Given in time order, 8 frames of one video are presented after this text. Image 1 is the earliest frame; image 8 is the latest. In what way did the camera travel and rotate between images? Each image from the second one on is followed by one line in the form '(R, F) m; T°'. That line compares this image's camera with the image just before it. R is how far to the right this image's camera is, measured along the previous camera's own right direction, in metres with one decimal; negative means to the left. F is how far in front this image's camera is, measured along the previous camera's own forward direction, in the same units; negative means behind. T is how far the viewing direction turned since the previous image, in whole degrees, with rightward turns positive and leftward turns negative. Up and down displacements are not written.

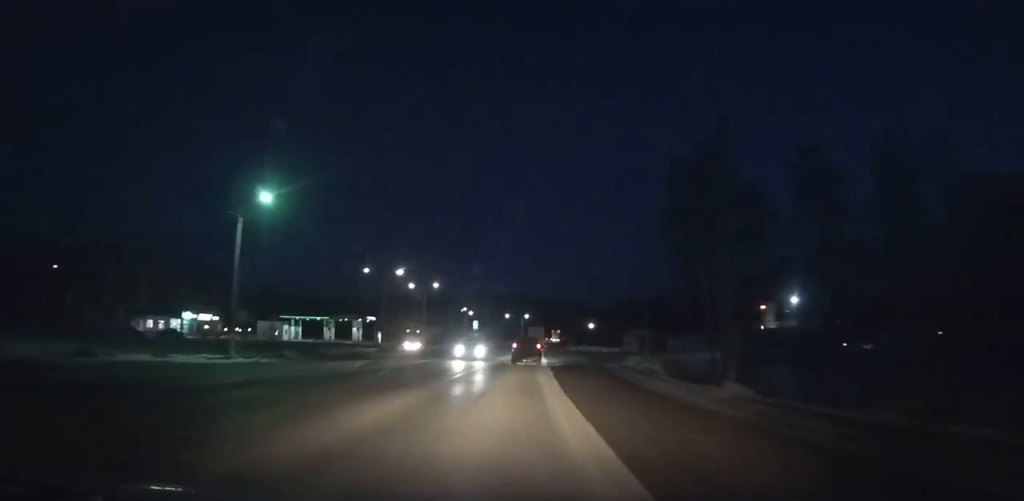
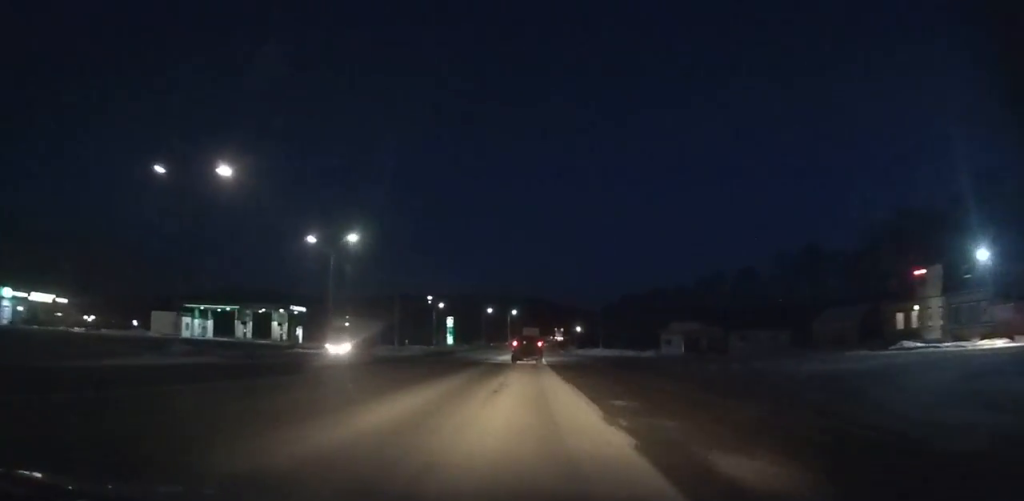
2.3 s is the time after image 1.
(+0.8, +38.5) m; +1°
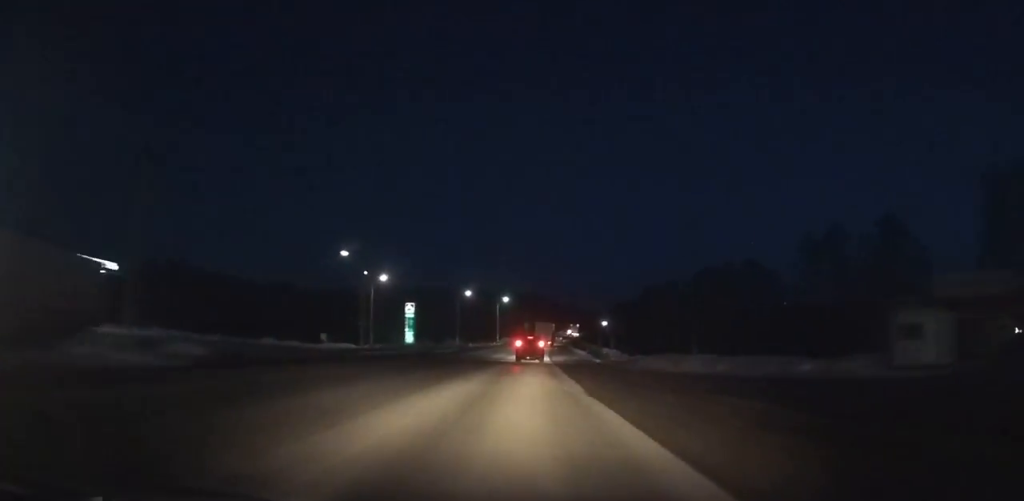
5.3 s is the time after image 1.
(+0.2, +49.6) m; +1°
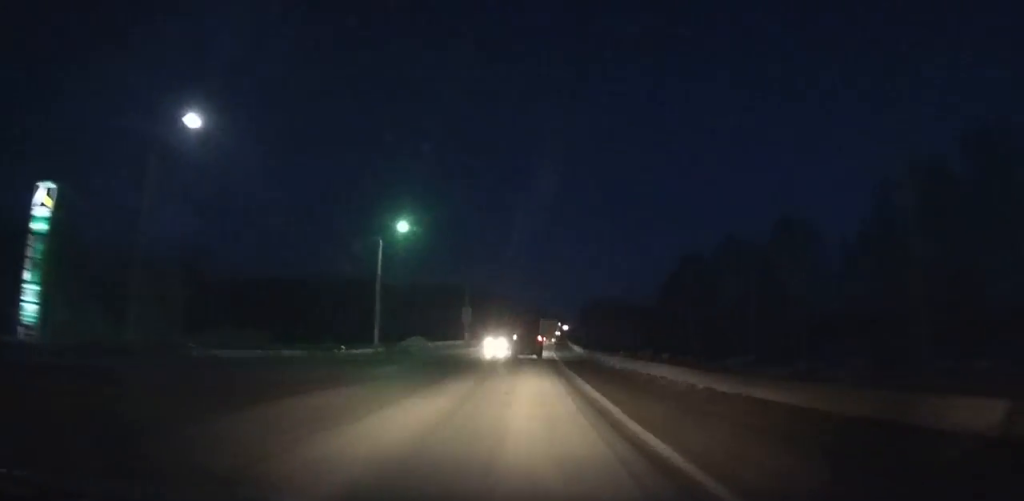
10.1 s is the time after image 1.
(+2.5, +78.2) m; +4°
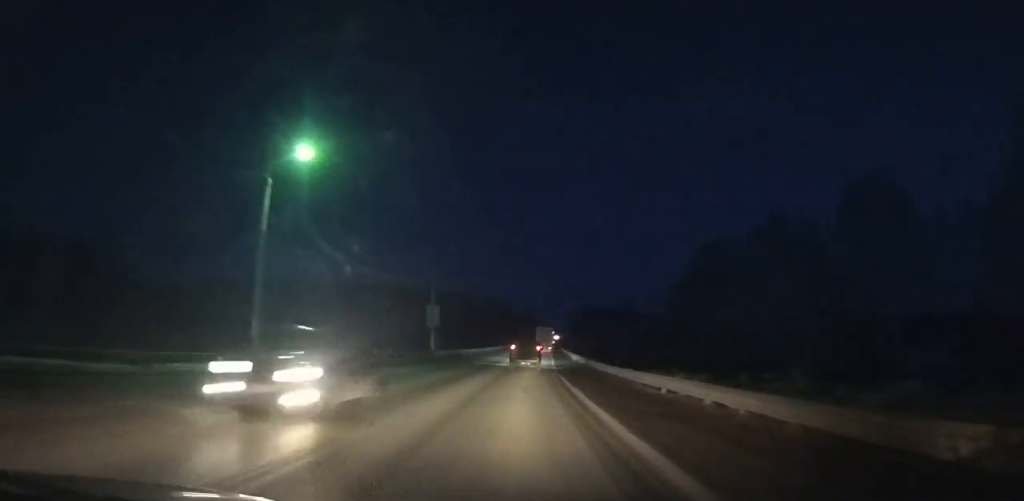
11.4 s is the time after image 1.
(+0.4, +21.2) m; +1°
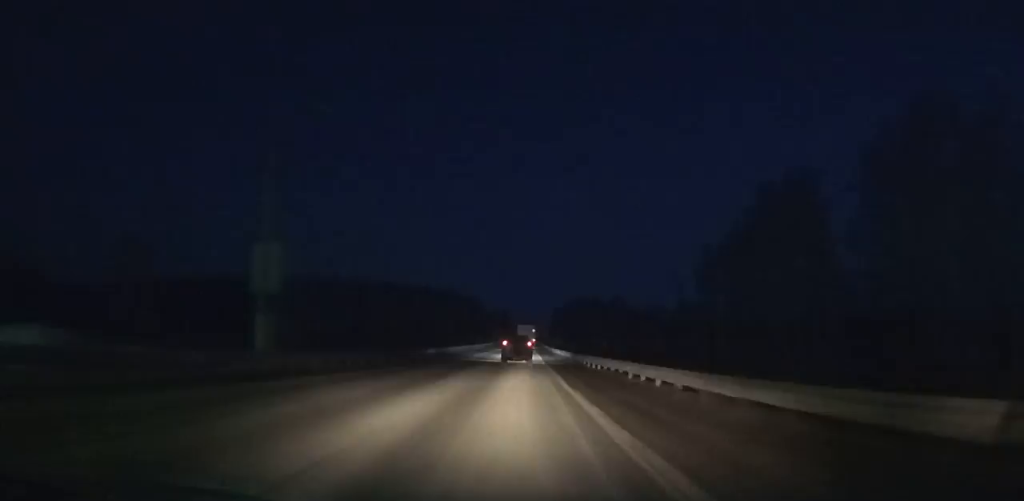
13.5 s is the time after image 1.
(+0.5, +34.5) m; +1°
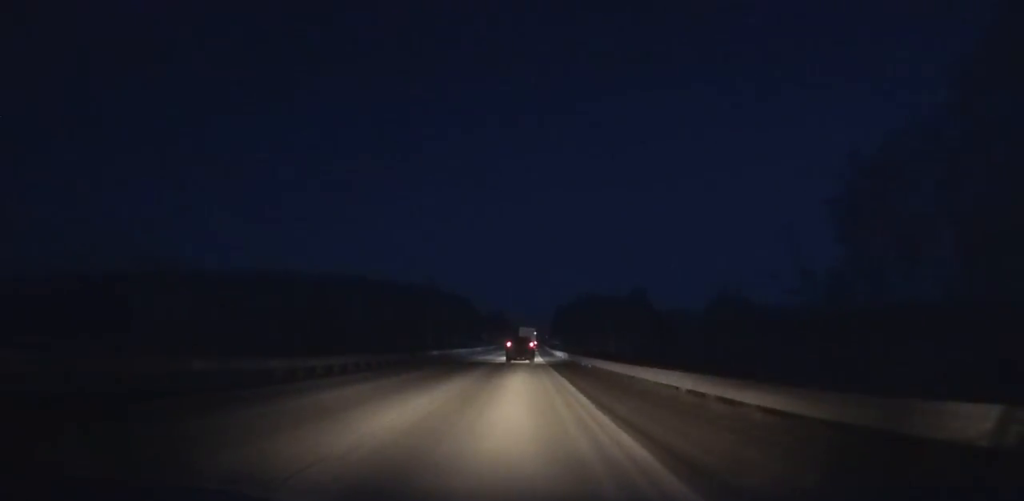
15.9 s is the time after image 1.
(+0.3, +39.1) m; +1°
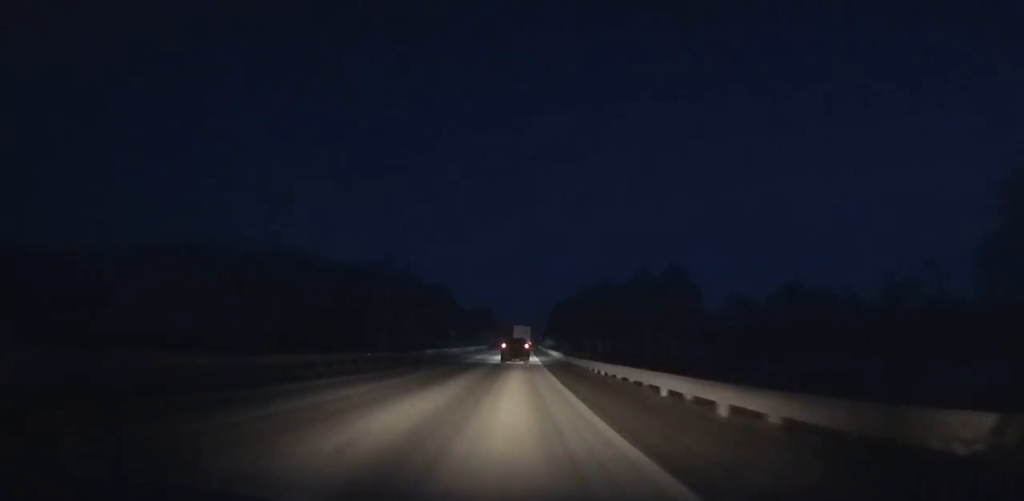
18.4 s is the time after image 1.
(+0.2, +40.3) m; +1°
